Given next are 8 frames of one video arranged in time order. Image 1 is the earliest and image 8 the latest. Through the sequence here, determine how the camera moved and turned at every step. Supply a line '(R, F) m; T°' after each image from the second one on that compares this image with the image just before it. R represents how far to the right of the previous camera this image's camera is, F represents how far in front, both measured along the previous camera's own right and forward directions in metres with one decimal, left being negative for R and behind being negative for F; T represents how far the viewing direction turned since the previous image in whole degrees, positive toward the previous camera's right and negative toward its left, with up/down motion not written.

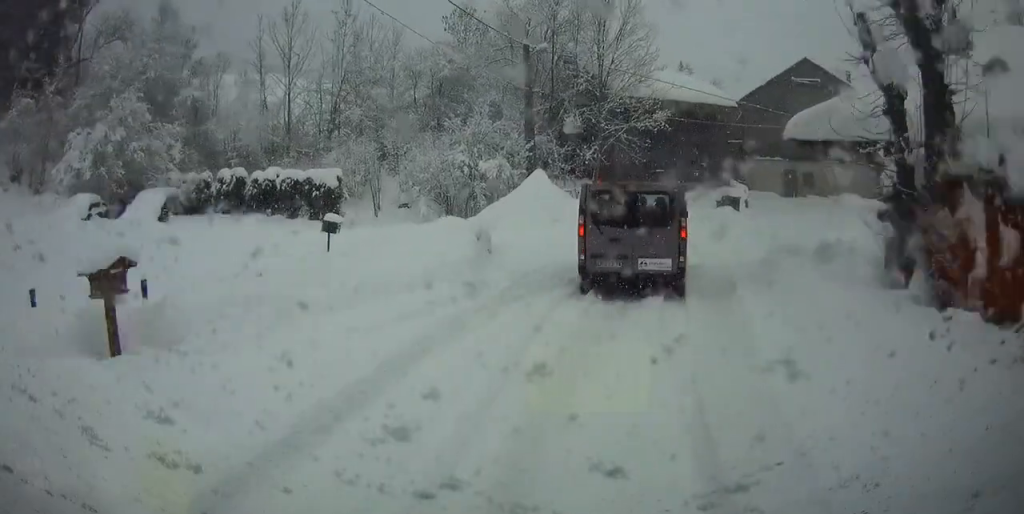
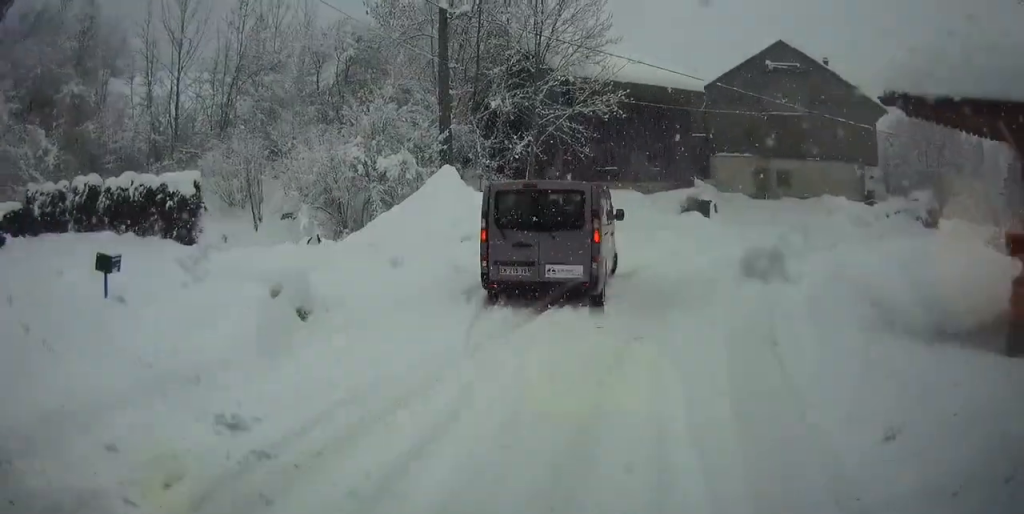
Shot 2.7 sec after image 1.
(+0.7, +9.4) m; +13°
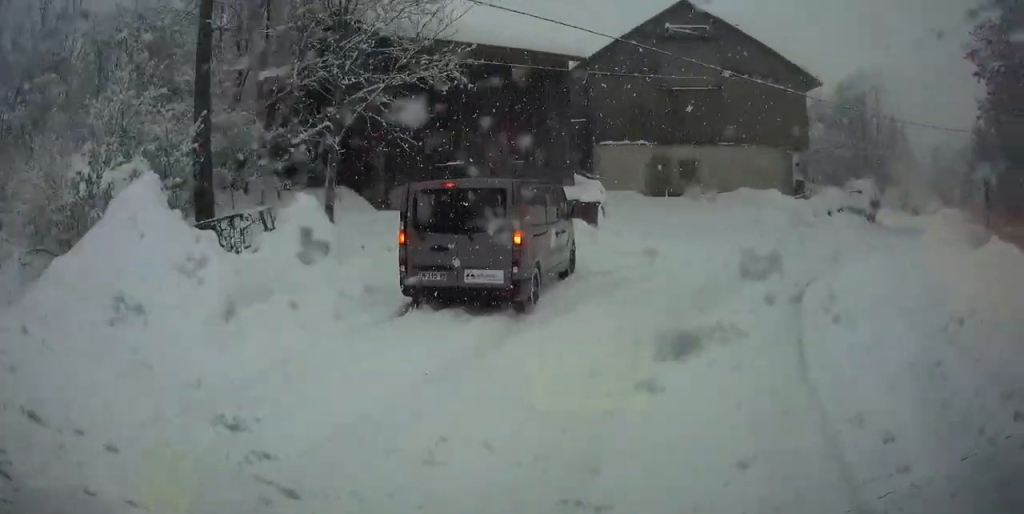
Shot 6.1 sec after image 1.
(+2.1, +13.1) m; +19°
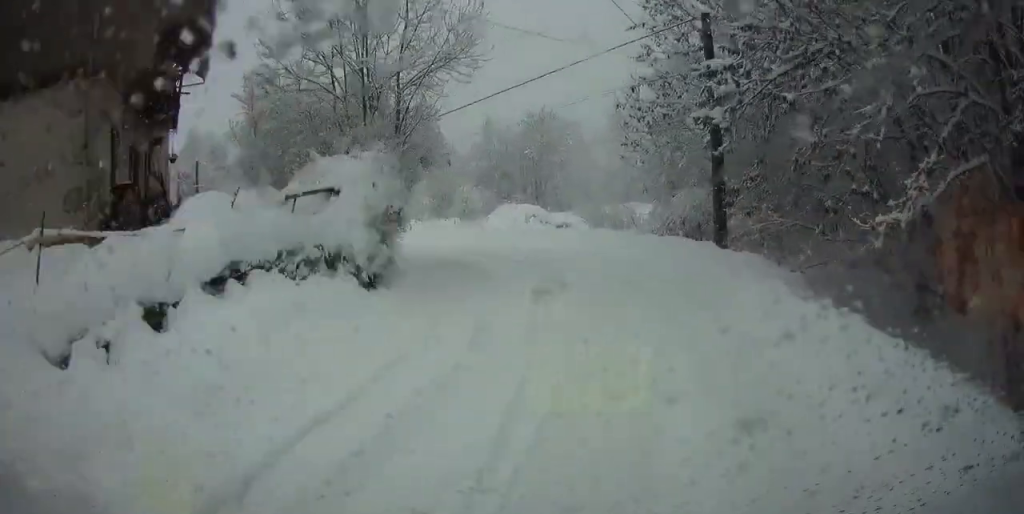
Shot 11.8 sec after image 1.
(+6.0, +30.8) m; +3°
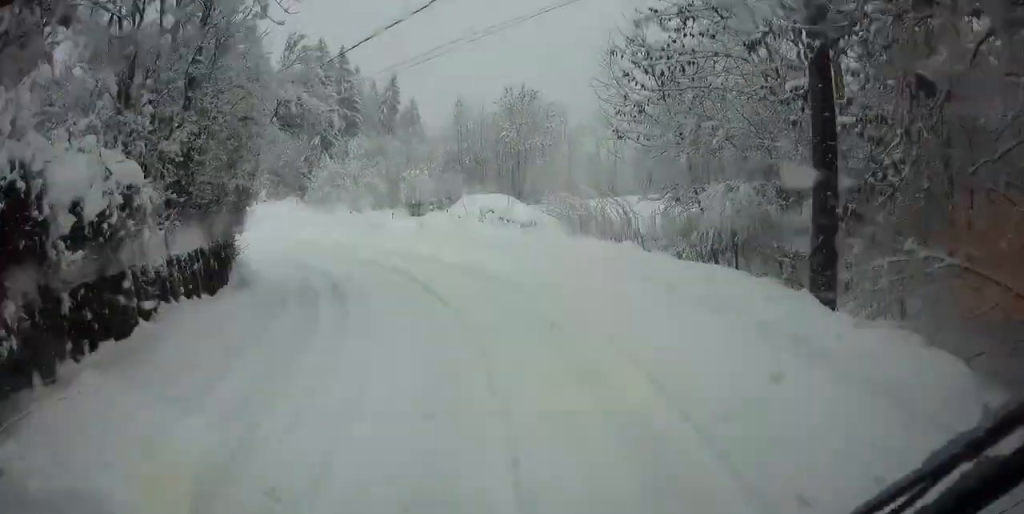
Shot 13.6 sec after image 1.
(+1.8, +10.7) m; -7°
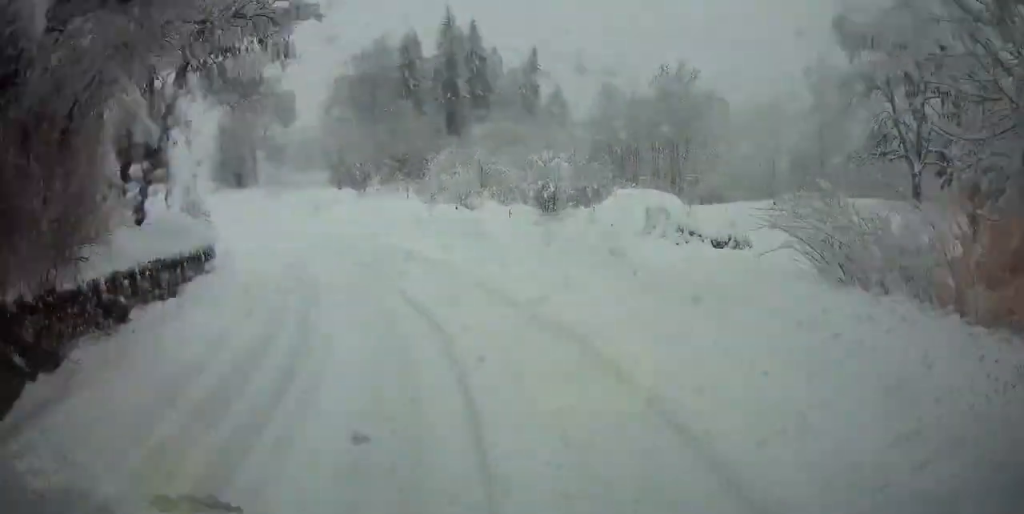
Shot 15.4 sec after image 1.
(-3.4, +12.9) m; -6°
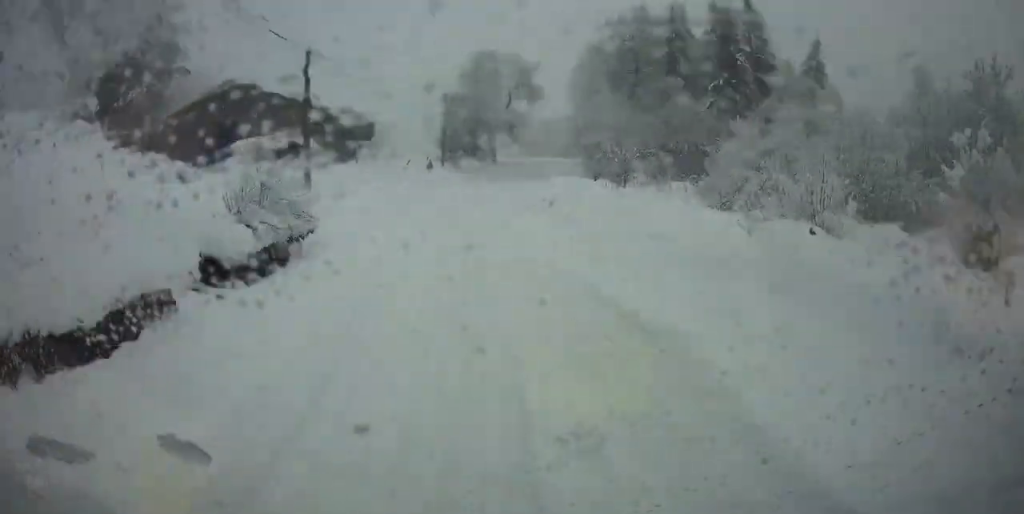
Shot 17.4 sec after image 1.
(-2.3, +15.6) m; -8°
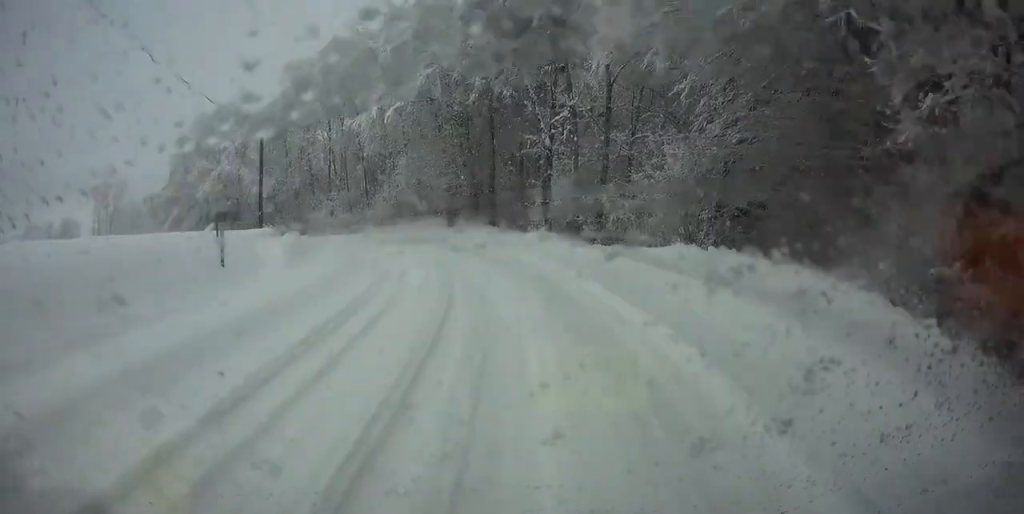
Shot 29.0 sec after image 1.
(+13.6, +94.2) m; +3°
